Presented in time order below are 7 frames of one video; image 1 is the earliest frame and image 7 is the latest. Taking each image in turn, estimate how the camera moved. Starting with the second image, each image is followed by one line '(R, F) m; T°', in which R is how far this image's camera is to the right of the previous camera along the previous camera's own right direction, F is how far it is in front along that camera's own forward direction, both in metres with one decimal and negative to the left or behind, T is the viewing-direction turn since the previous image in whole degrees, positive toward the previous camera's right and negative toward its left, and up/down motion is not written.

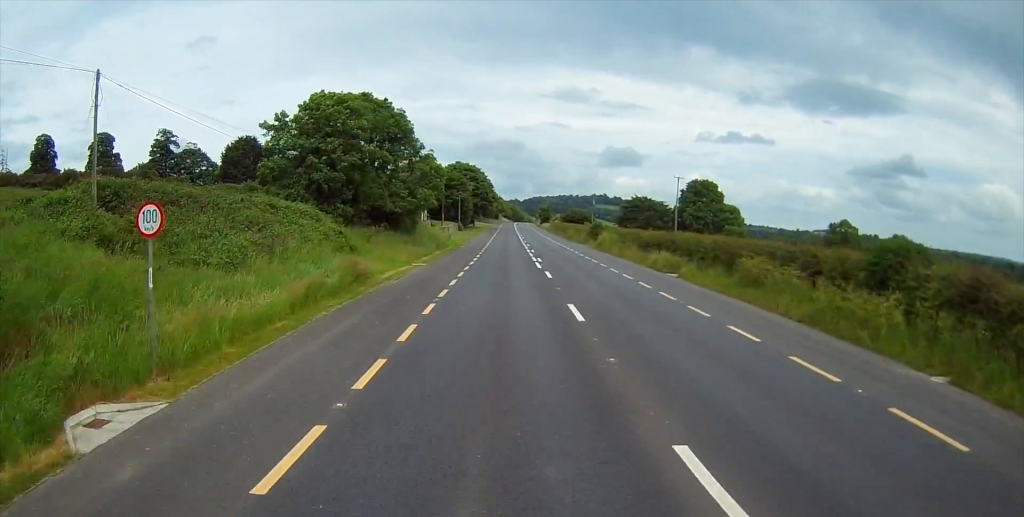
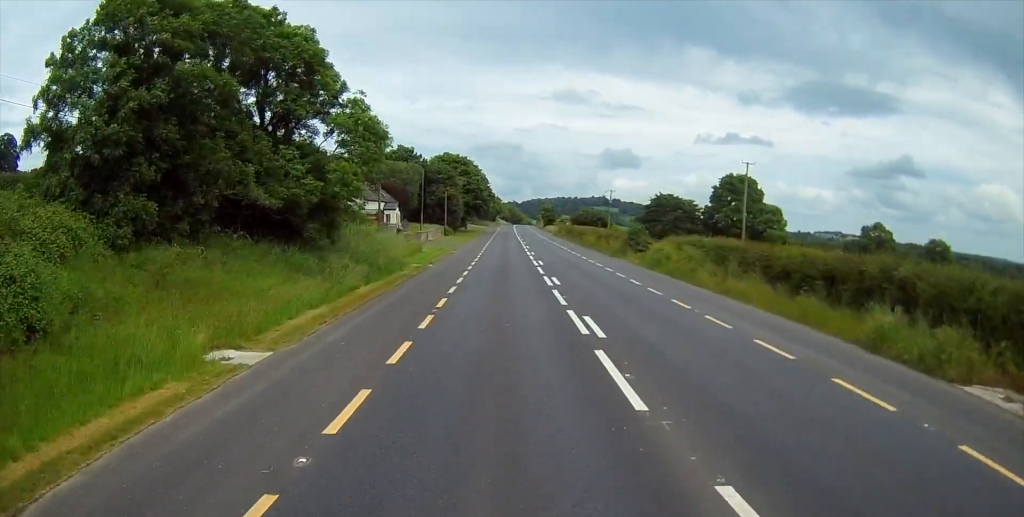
(-0.4, +26.2) m; -1°
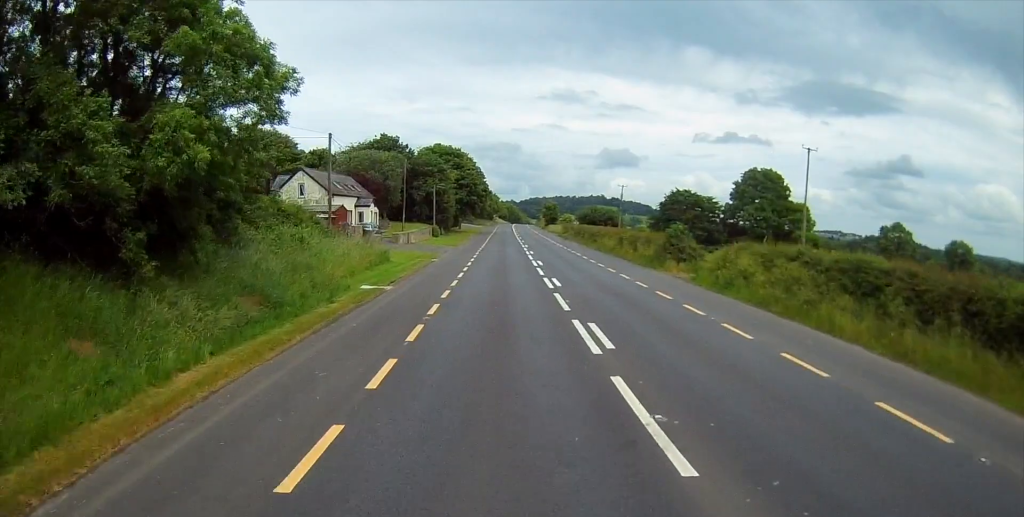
(0.0, +13.8) m; 0°
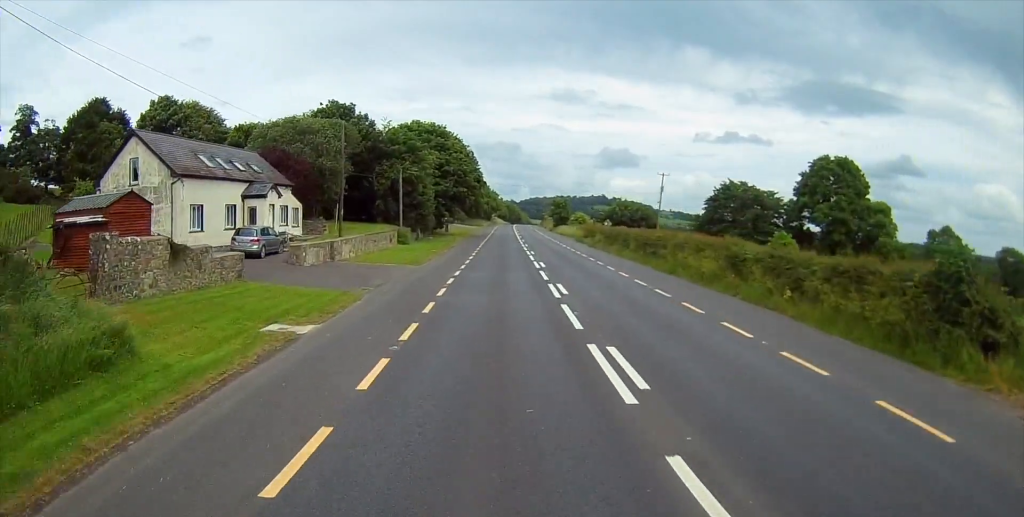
(+0.3, +28.3) m; +1°
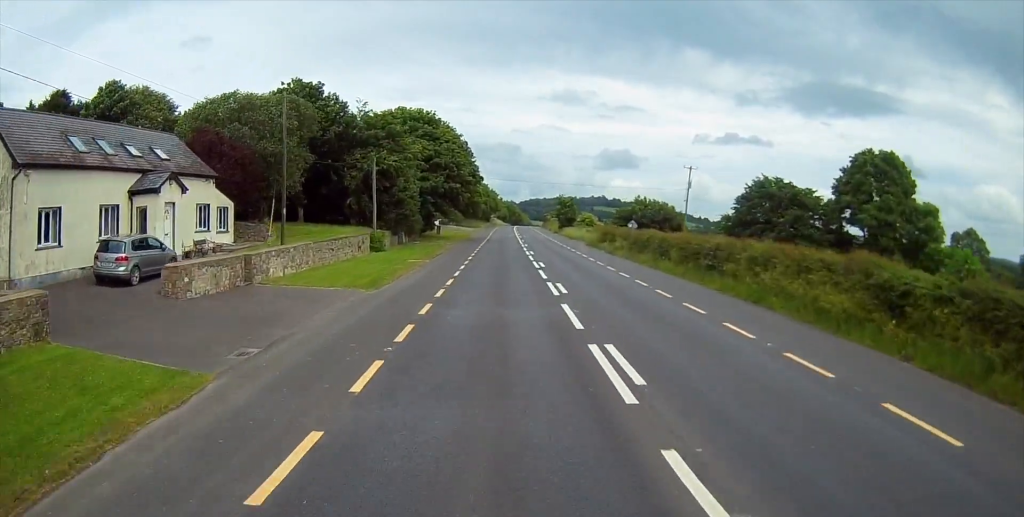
(+0.2, +12.3) m; 0°
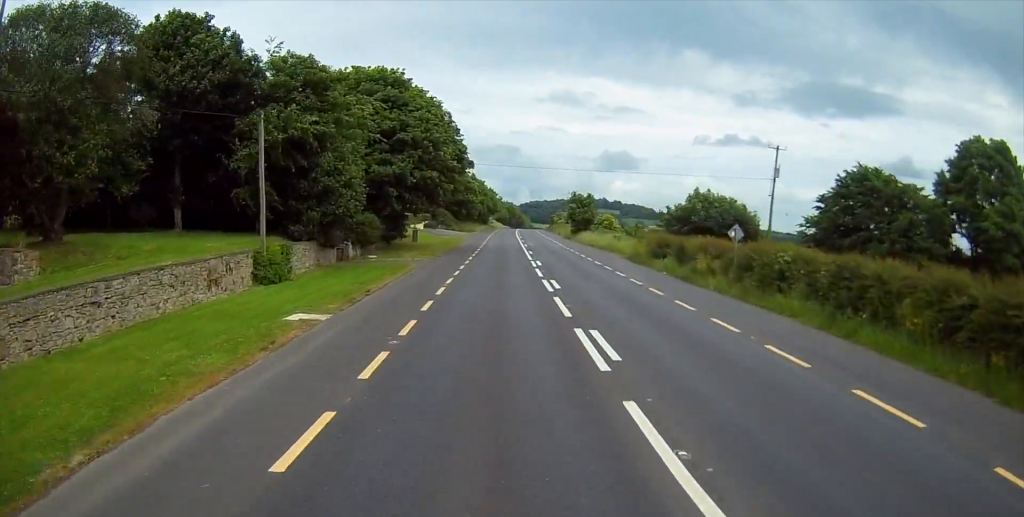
(-0.4, +23.2) m; -1°
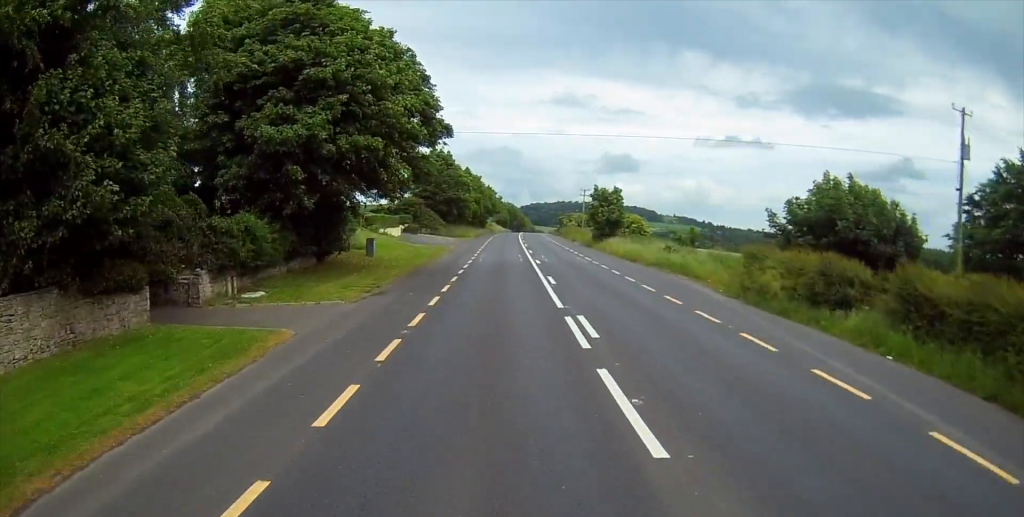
(0.0, +22.5) m; 0°
